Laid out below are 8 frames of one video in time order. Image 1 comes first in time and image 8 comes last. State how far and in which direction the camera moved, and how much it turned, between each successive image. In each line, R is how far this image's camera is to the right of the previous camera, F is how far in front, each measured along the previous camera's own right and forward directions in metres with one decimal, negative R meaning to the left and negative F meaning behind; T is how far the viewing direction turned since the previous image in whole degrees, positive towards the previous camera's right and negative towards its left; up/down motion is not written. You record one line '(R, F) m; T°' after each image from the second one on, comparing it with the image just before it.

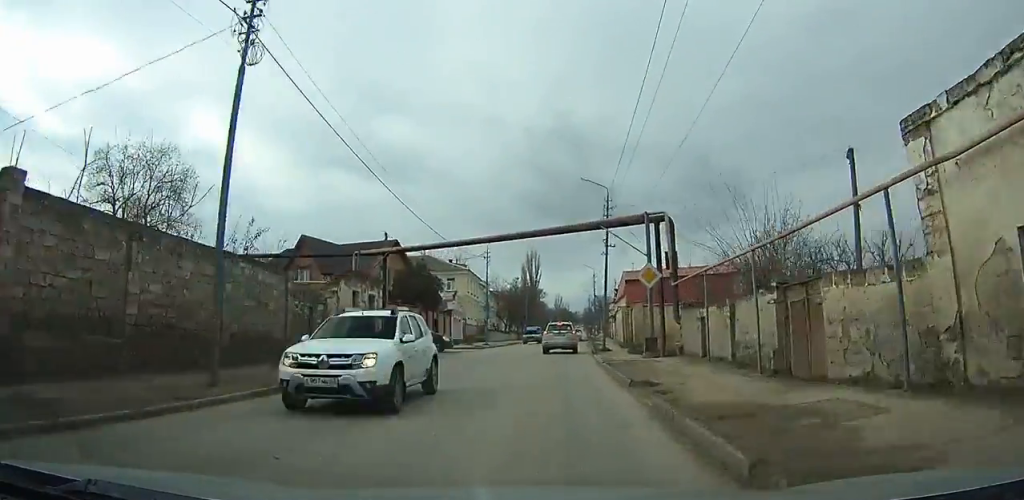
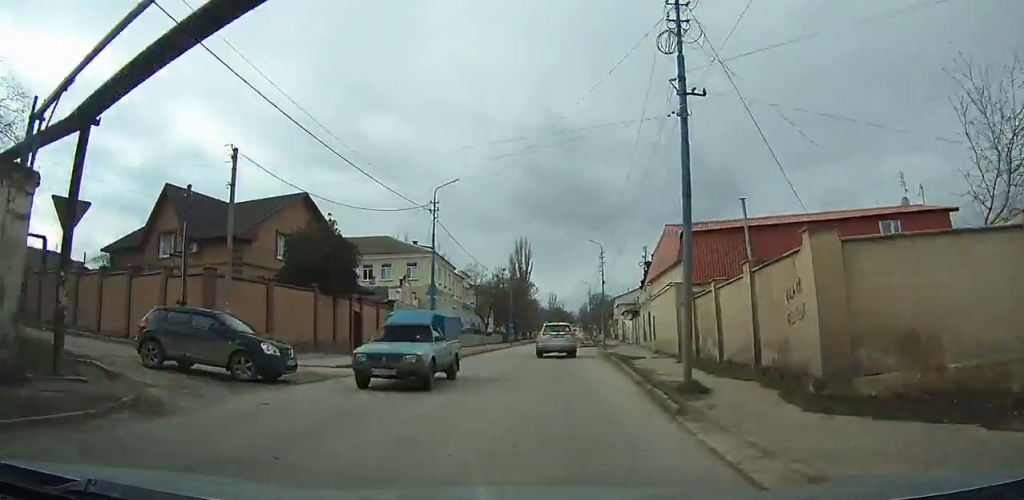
(+0.1, +18.1) m; 0°
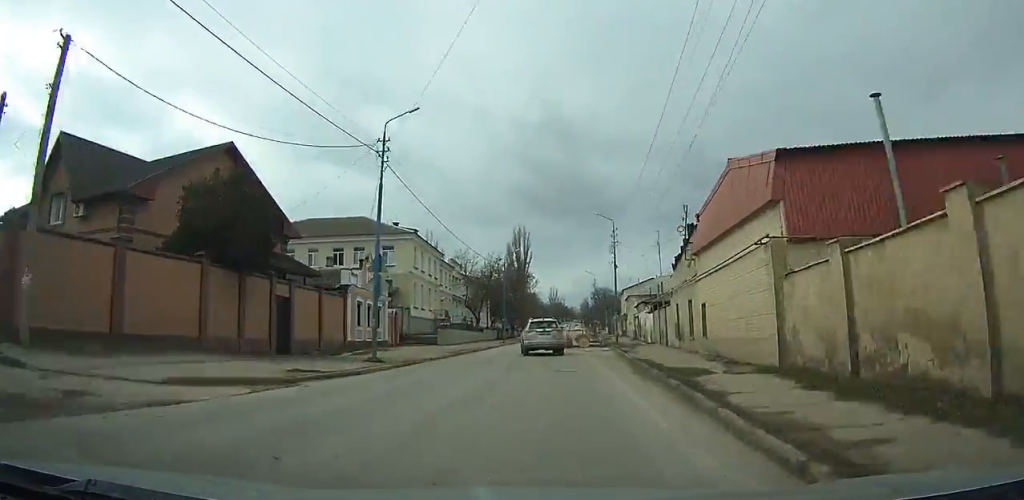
(+0.1, +8.4) m; 0°
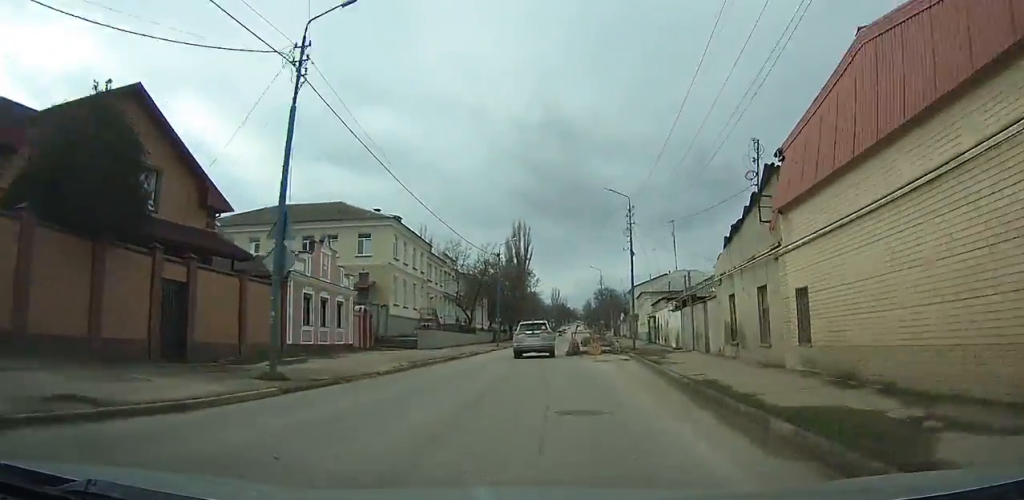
(-0.1, +6.0) m; 0°
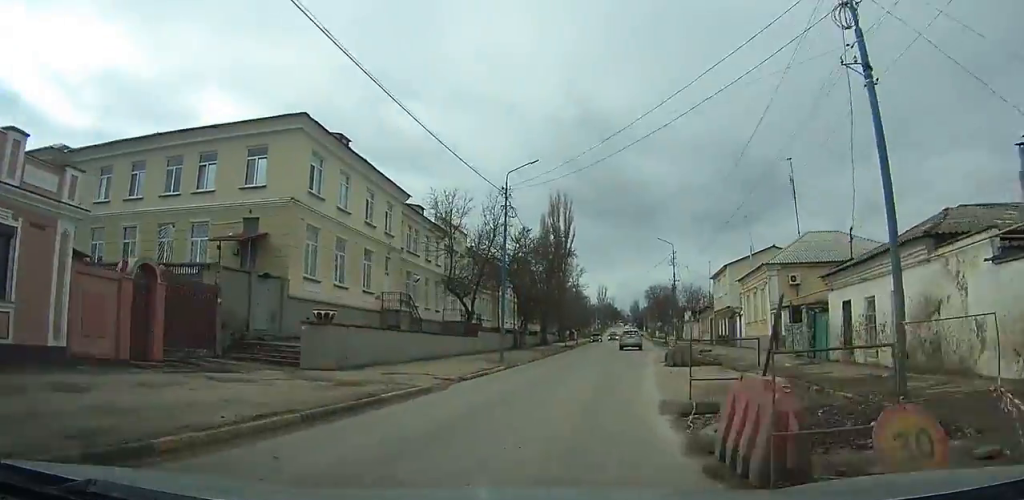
(+1.6, +26.4) m; +5°
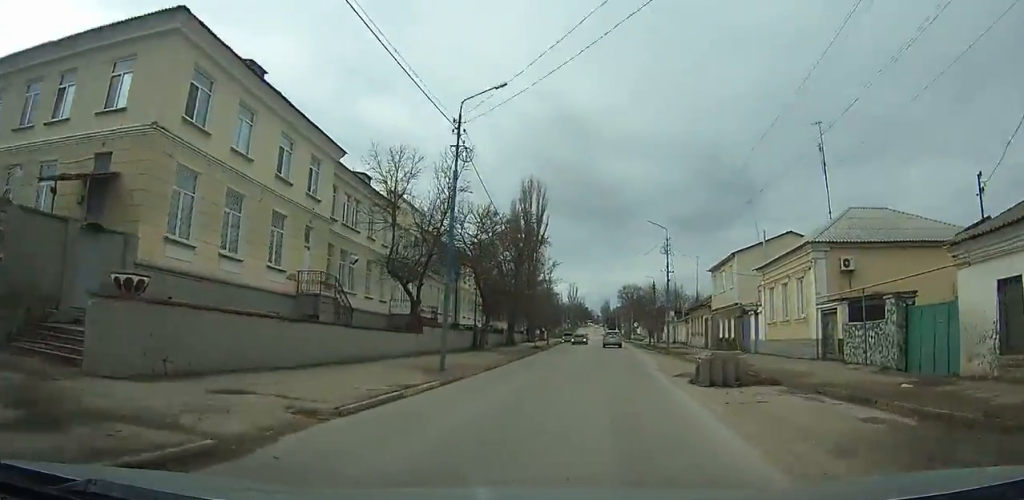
(-0.4, +11.1) m; 0°
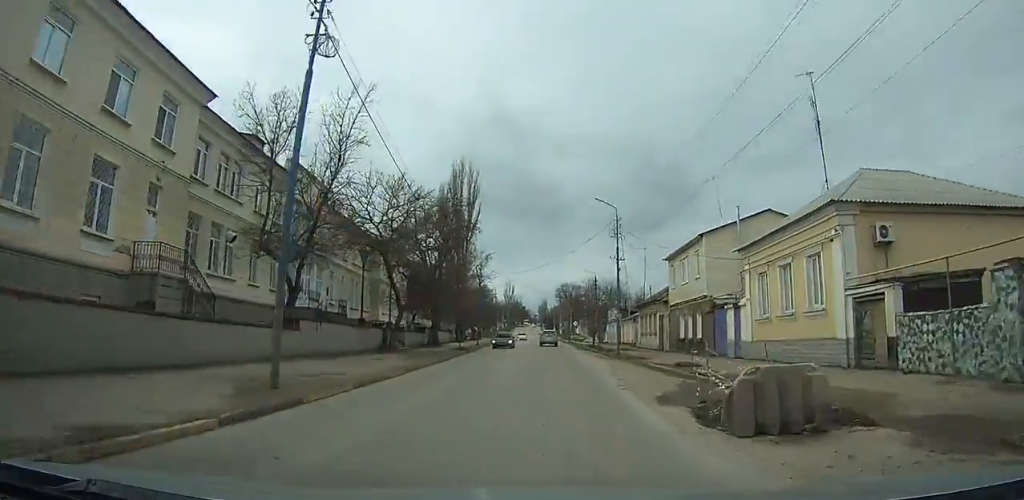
(+0.1, +7.8) m; 0°
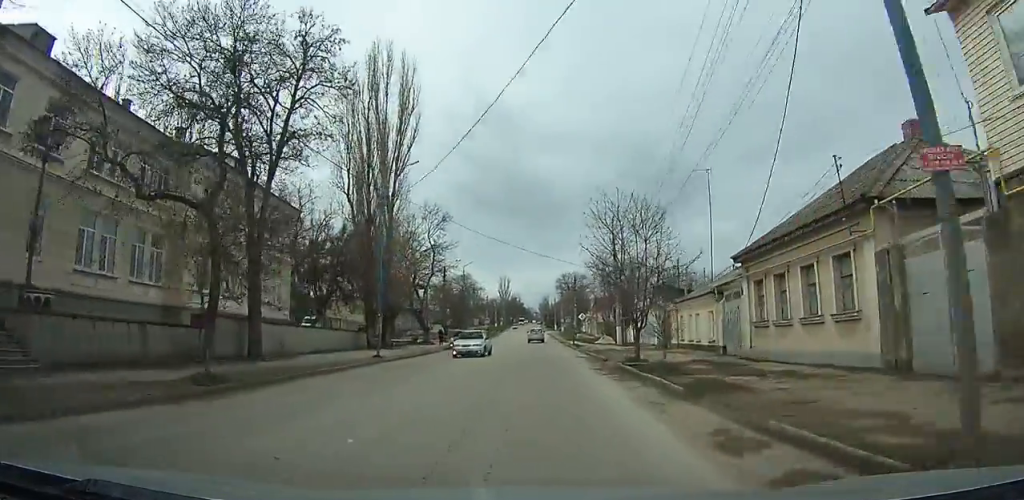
(+0.2, +29.4) m; -2°
